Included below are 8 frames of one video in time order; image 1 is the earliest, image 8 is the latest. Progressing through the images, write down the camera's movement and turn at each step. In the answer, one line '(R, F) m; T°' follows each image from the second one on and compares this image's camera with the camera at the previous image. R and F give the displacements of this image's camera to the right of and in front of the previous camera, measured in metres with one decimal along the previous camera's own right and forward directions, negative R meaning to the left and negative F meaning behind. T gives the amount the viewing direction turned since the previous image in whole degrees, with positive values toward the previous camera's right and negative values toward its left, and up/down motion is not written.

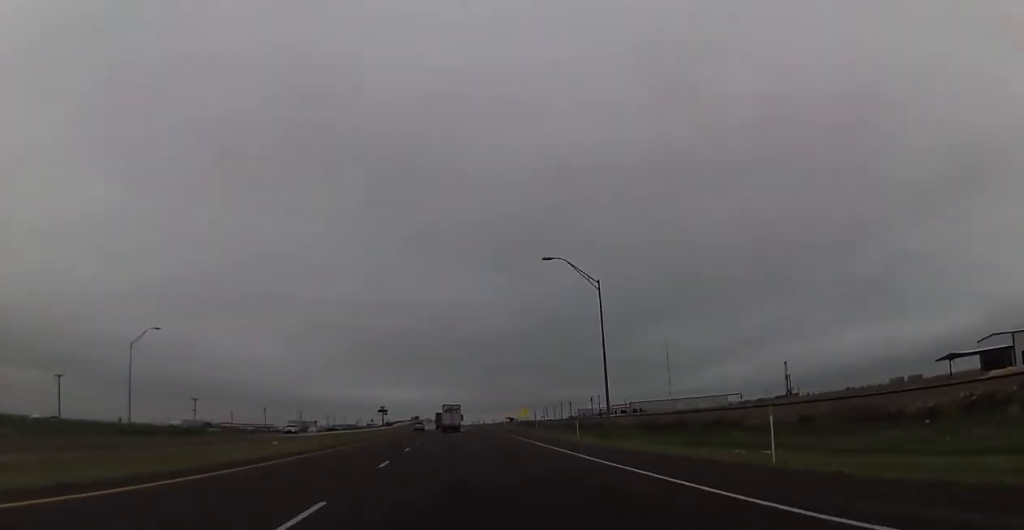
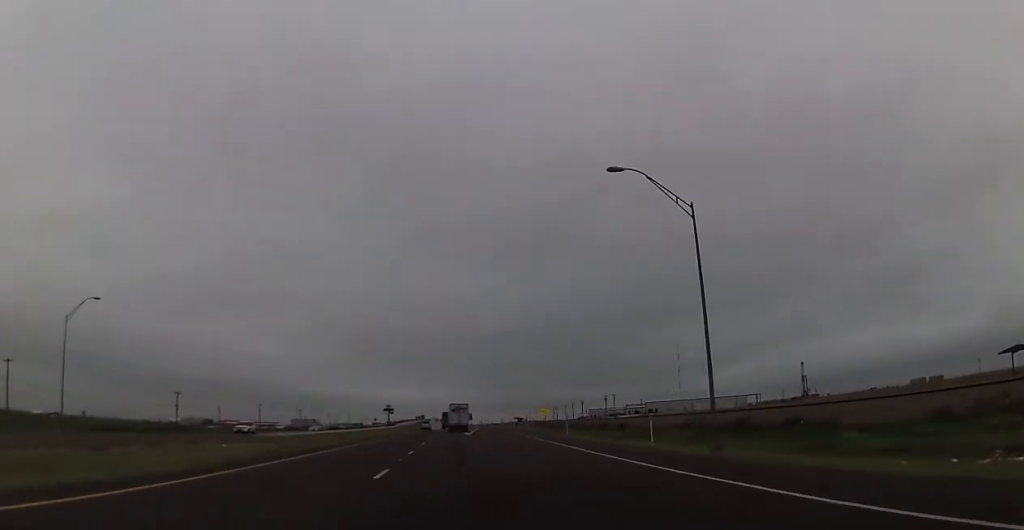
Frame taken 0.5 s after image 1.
(0.0, +16.5) m; 0°
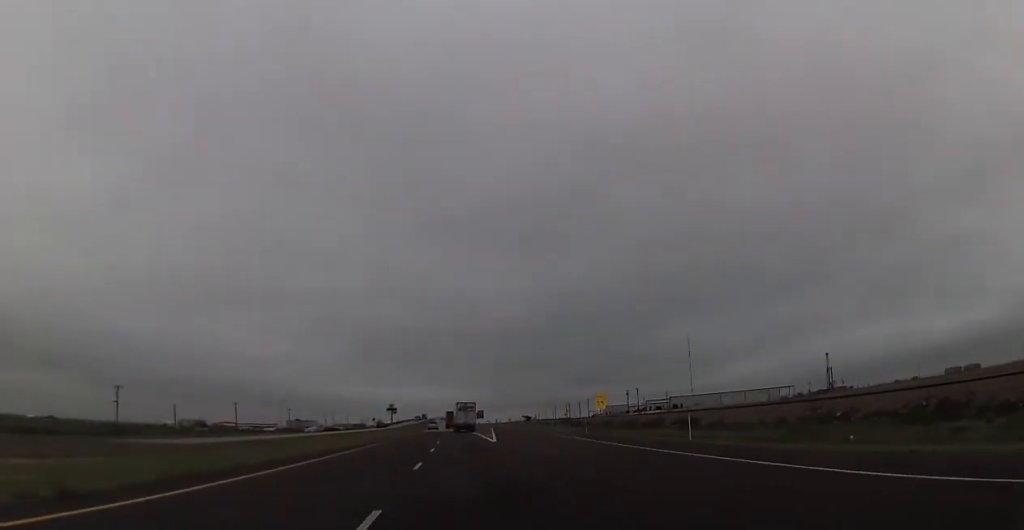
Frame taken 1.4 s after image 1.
(0.0, +33.0) m; -1°
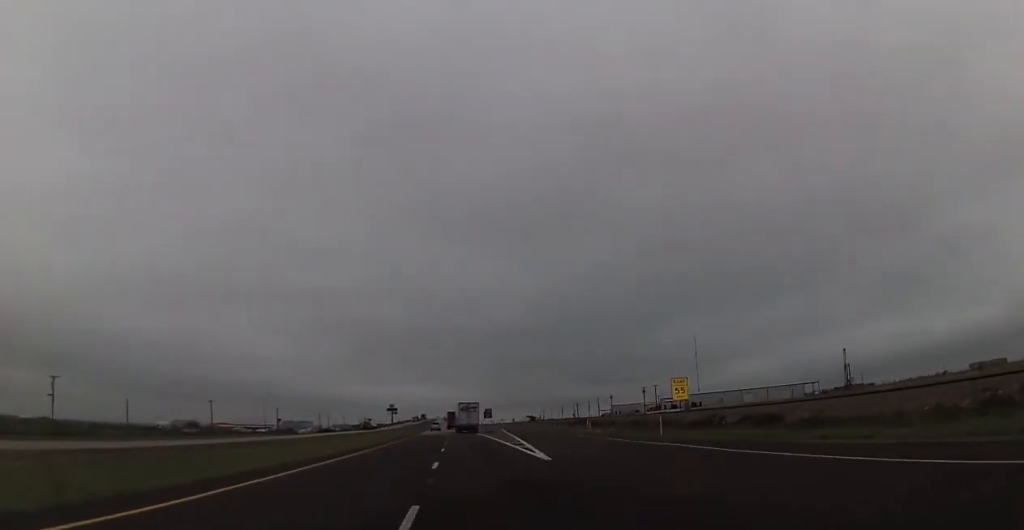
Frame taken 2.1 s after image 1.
(-0.6, +23.4) m; 0°
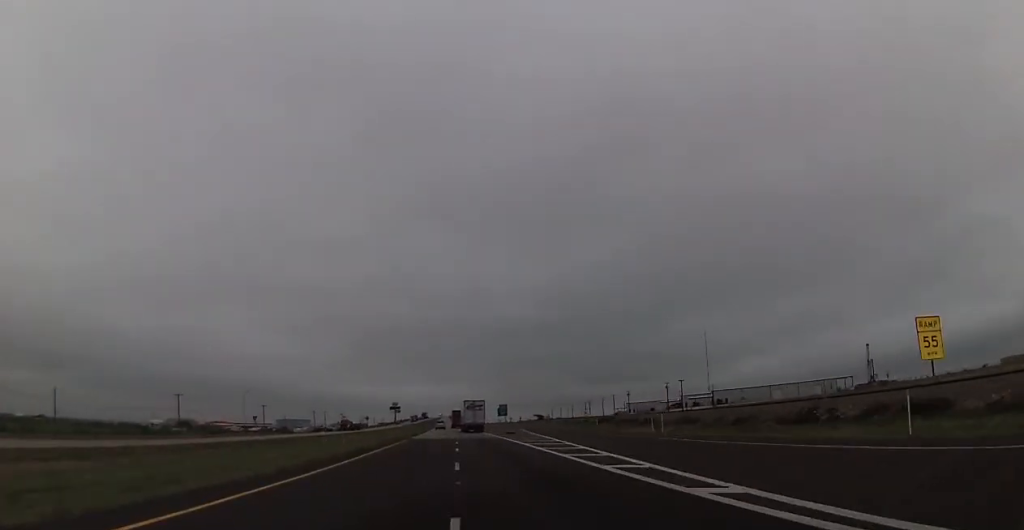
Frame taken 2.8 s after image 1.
(+0.1, +25.8) m; 0°
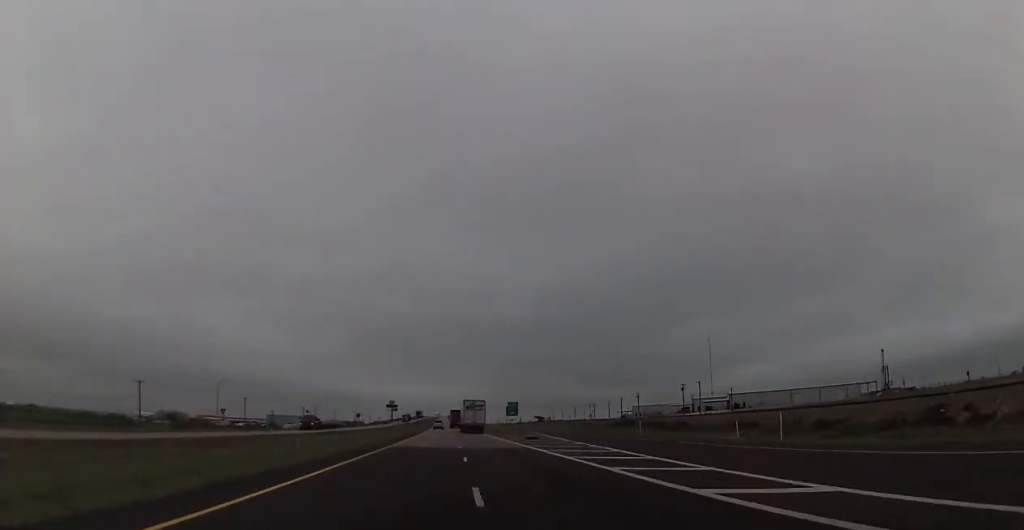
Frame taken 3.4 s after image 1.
(+0.3, +19.9) m; 0°
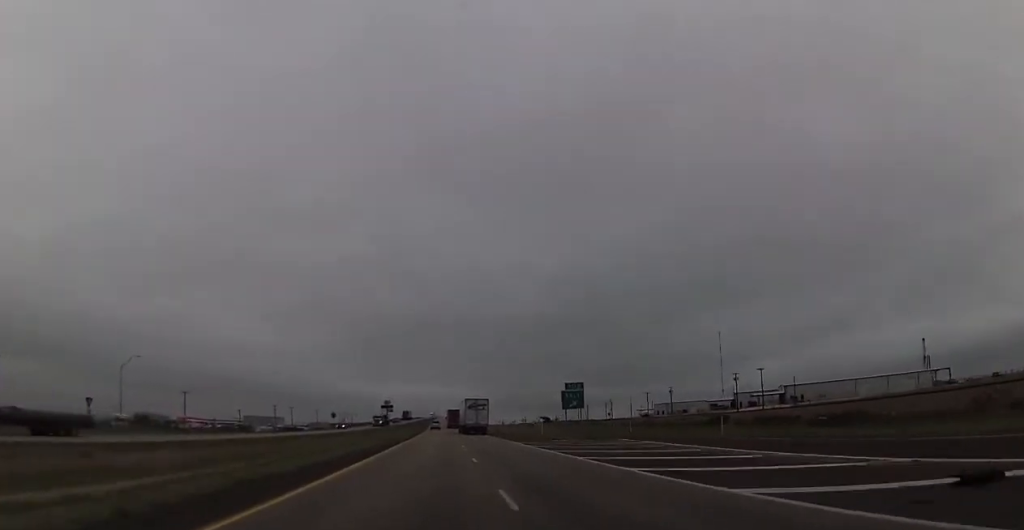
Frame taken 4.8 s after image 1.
(-0.8, +49.3) m; -1°
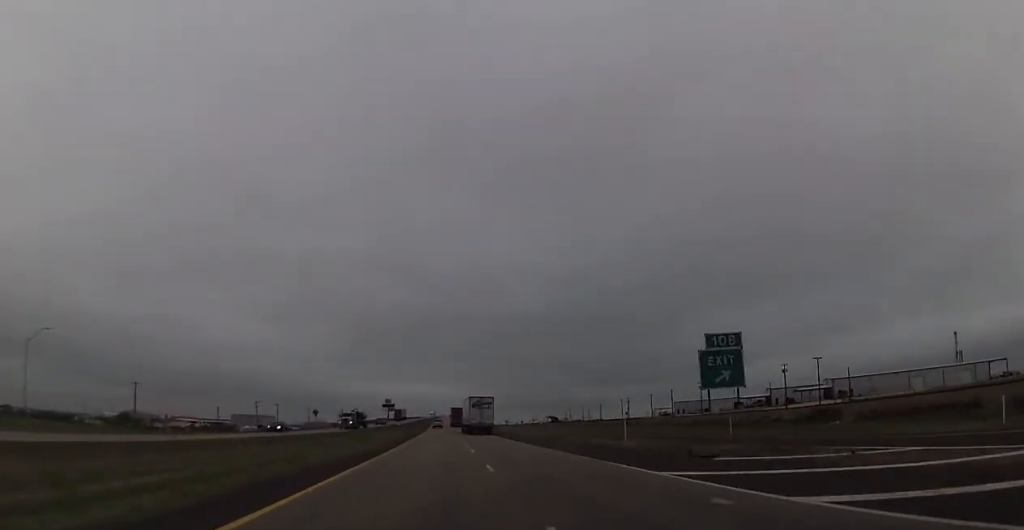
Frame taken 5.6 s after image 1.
(0.0, +29.3) m; 0°
